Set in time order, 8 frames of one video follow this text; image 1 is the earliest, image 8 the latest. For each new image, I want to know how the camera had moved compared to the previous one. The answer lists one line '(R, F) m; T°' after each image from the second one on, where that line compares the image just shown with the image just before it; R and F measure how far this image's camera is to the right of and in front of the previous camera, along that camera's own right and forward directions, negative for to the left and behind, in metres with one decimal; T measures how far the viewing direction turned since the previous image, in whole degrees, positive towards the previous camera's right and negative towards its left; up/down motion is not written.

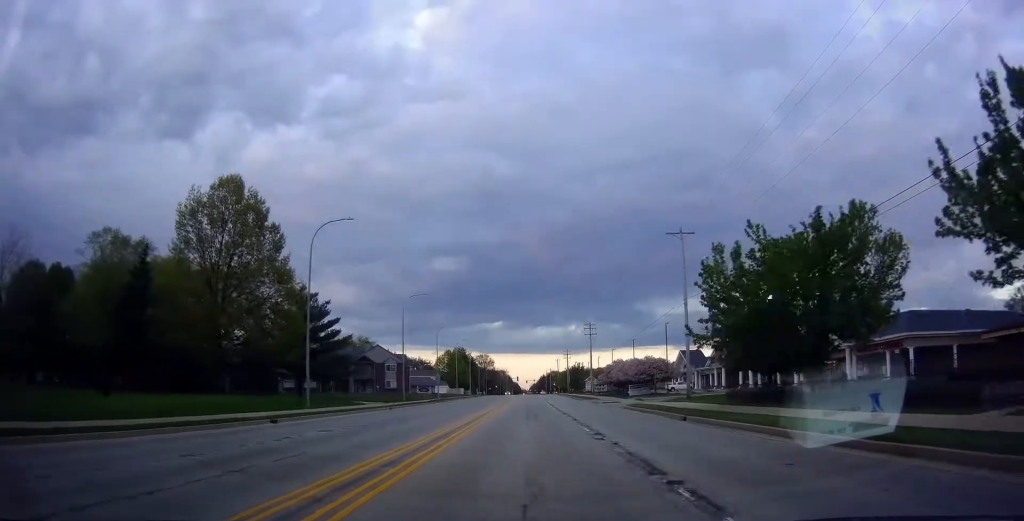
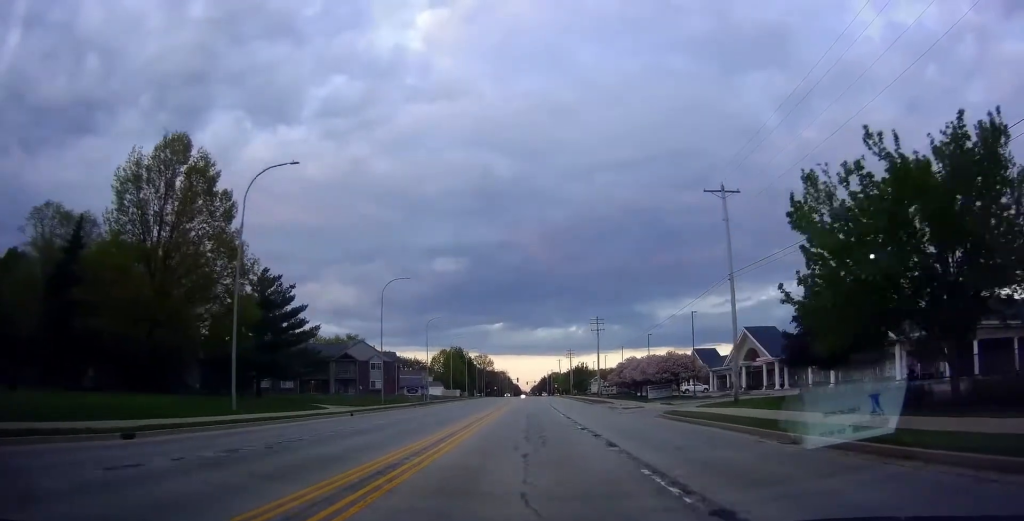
(0.0, +10.5) m; 0°
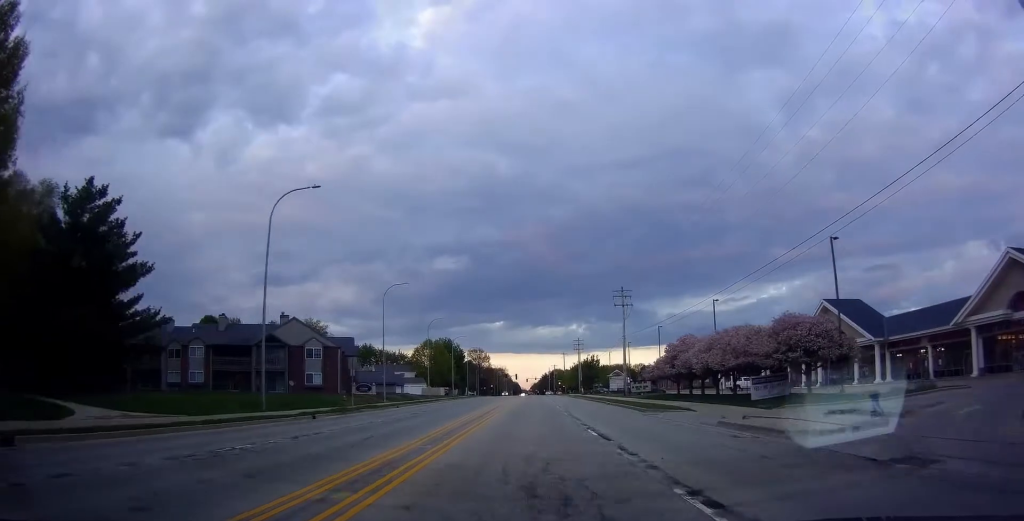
(0.0, +27.2) m; 0°
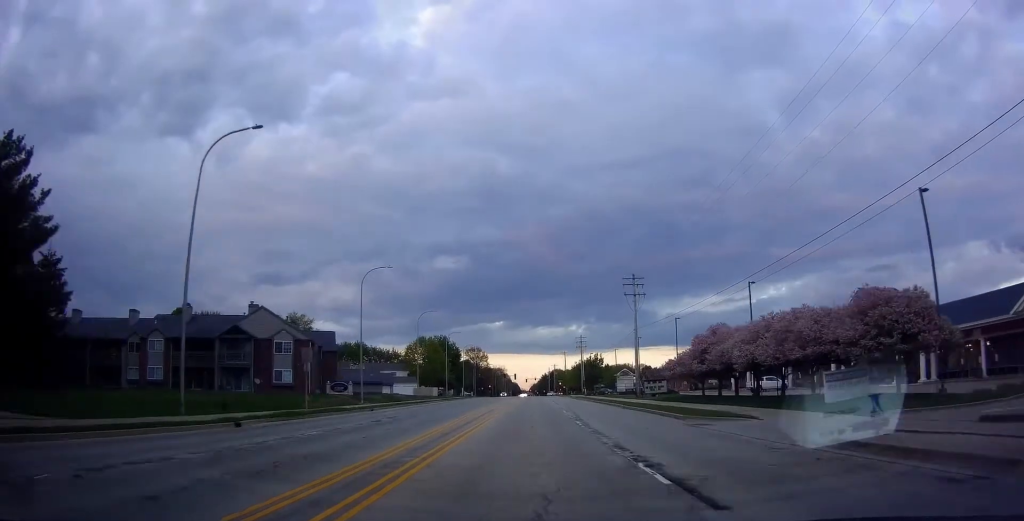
(0.0, +7.8) m; 0°
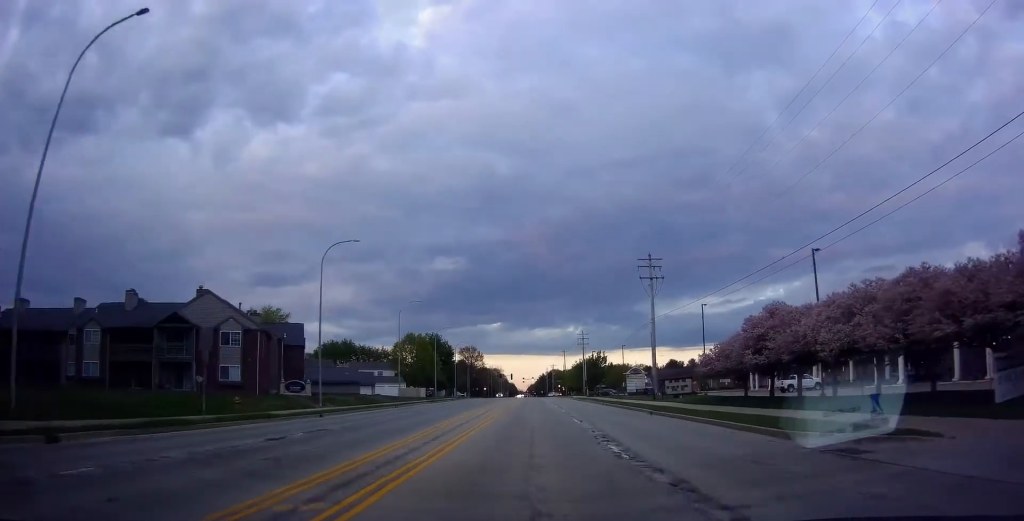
(0.0, +10.6) m; 0°
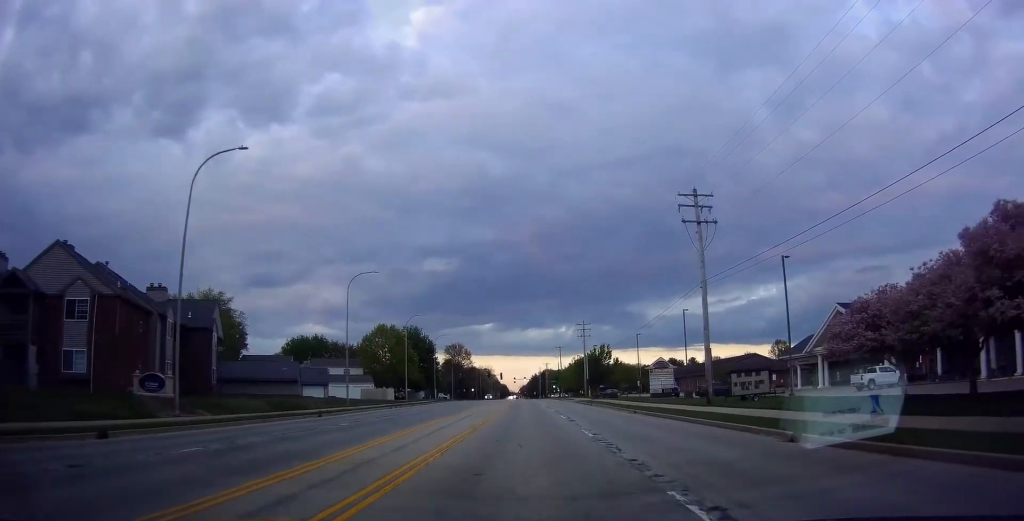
(0.0, +18.9) m; +2°
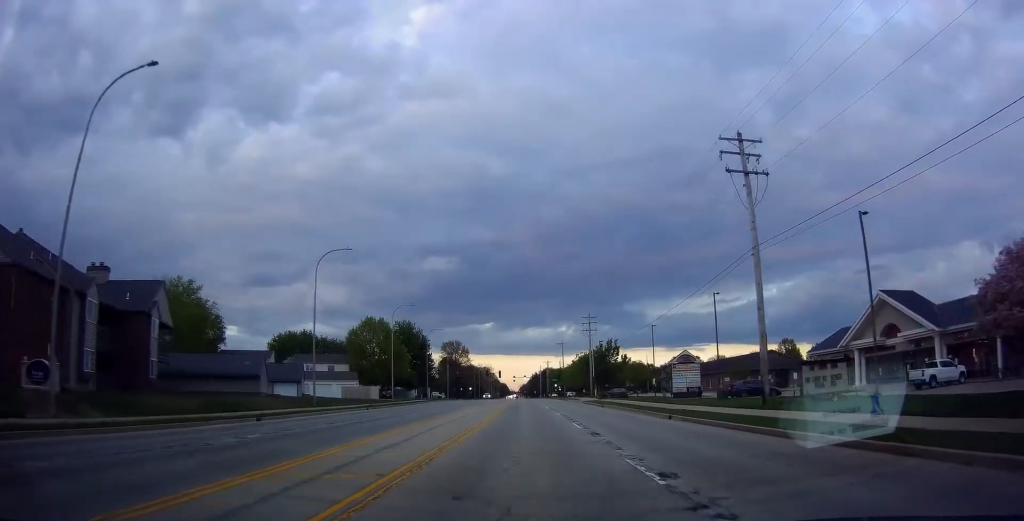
(+0.2, +8.9) m; 0°
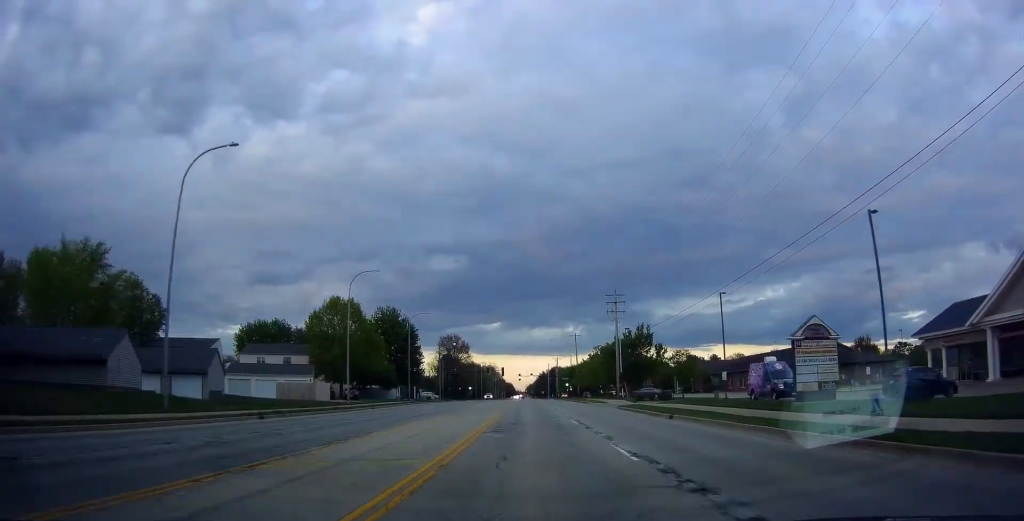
(0.0, +20.7) m; -1°
